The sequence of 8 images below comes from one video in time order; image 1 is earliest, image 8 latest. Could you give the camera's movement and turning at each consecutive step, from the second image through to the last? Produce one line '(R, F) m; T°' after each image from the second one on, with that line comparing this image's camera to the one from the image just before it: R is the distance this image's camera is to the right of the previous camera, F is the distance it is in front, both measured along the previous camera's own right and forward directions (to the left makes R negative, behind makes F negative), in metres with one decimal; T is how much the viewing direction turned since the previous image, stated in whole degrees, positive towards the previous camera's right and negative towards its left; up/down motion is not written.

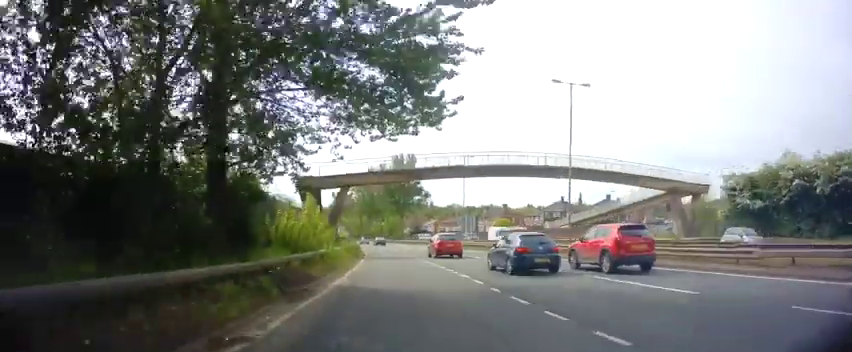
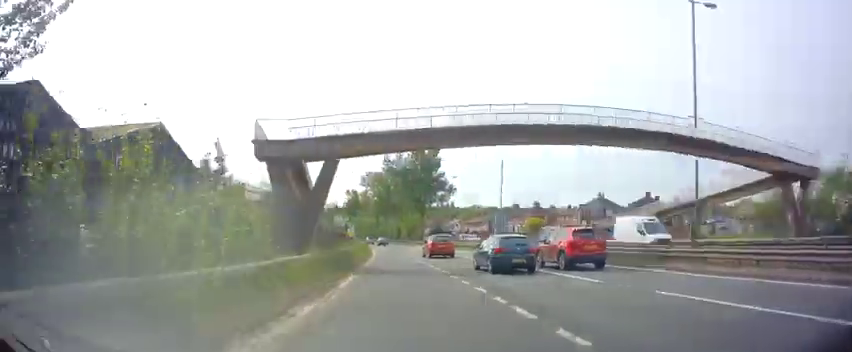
(-0.1, +14.1) m; -2°
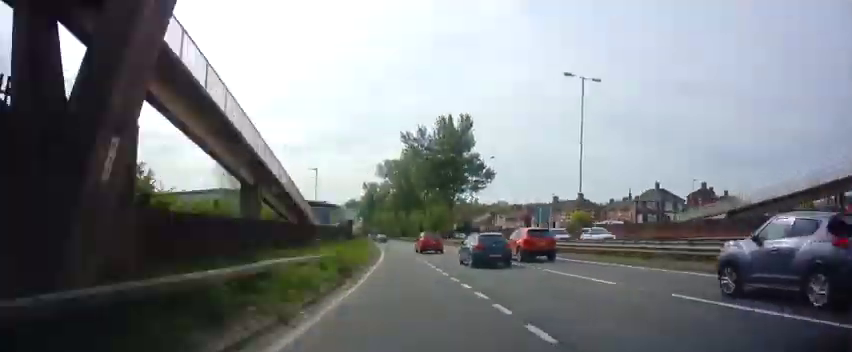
(-0.6, +18.5) m; -4°
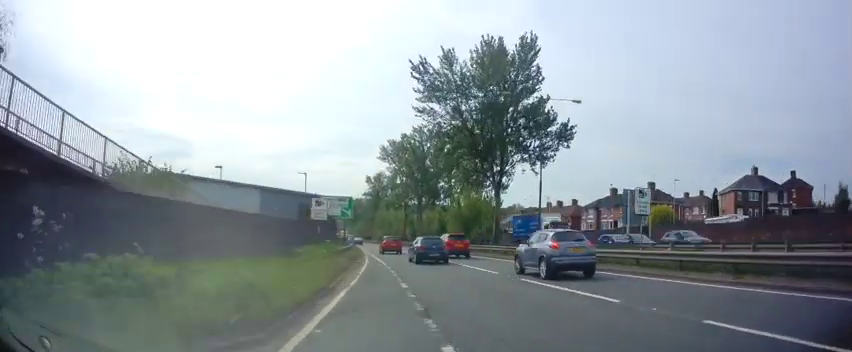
(-1.1, +29.9) m; -3°
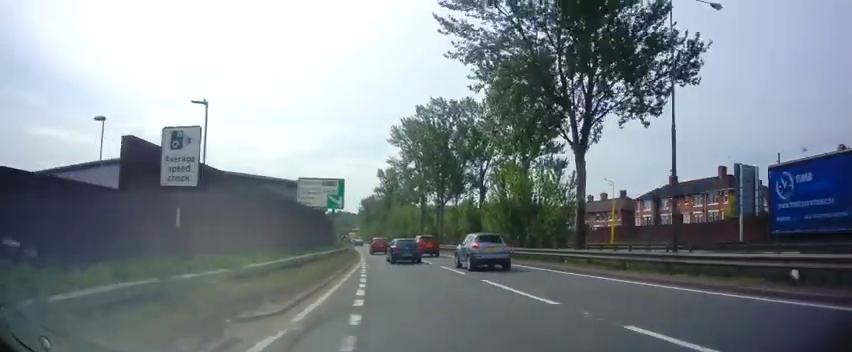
(0.0, +17.3) m; -1°
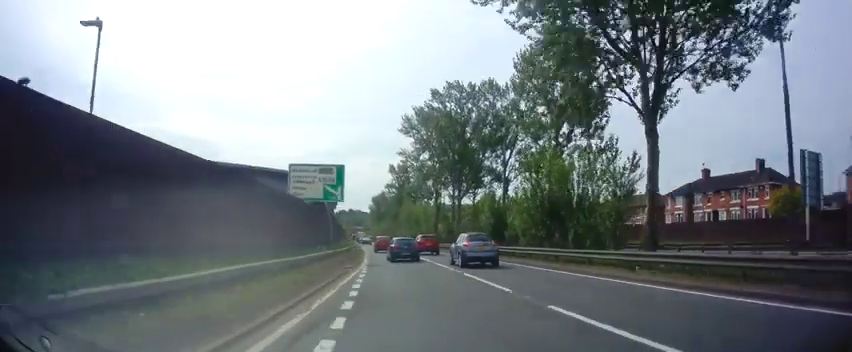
(+0.2, +6.3) m; -1°
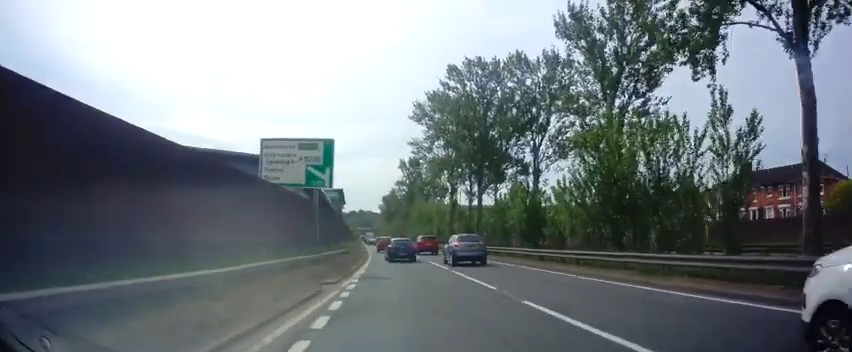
(-0.3, +8.0) m; -2°
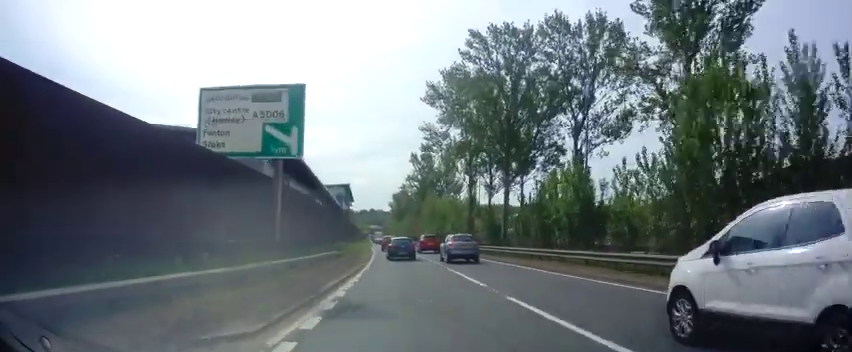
(-0.3, +8.1) m; -2°
